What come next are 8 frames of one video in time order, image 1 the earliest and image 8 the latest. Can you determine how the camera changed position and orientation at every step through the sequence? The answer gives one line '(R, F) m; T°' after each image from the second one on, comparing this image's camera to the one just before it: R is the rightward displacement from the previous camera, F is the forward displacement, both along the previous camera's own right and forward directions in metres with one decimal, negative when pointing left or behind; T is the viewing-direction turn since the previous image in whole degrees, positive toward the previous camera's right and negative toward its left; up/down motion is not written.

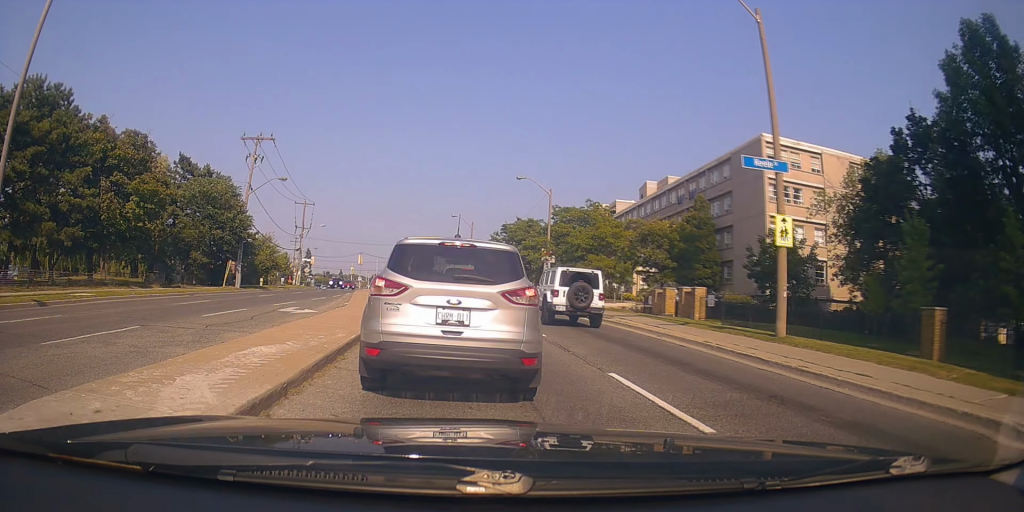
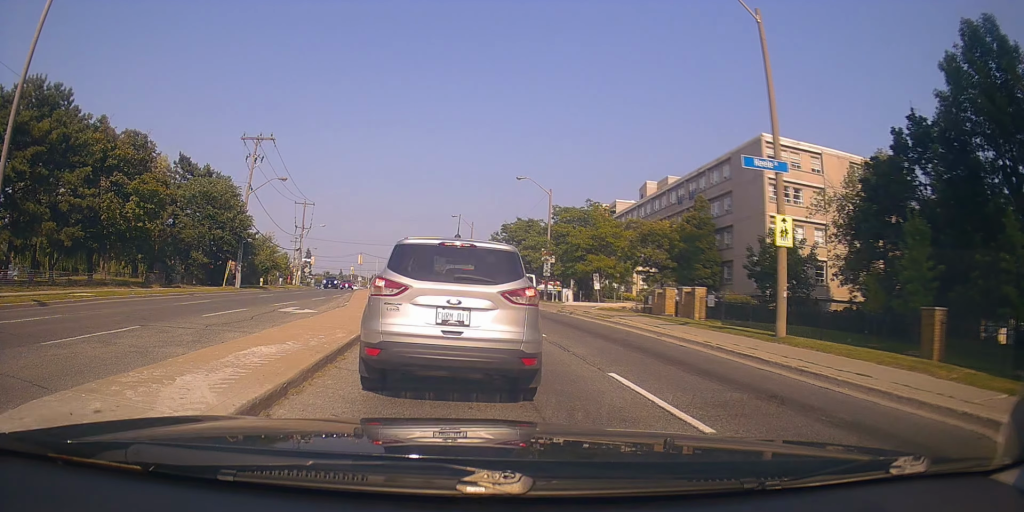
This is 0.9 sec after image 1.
(0.0, 0.0) m; 0°
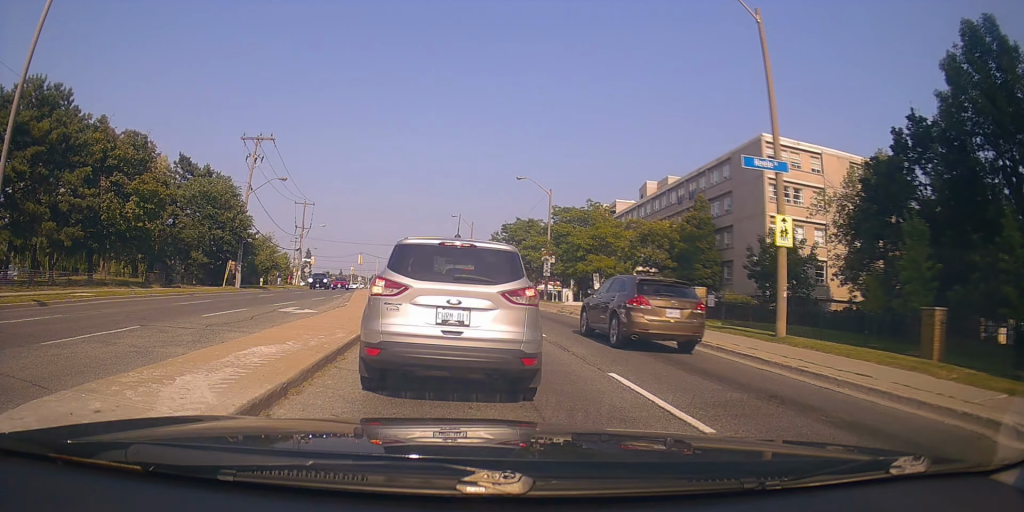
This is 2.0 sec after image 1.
(0.0, 0.0) m; 0°
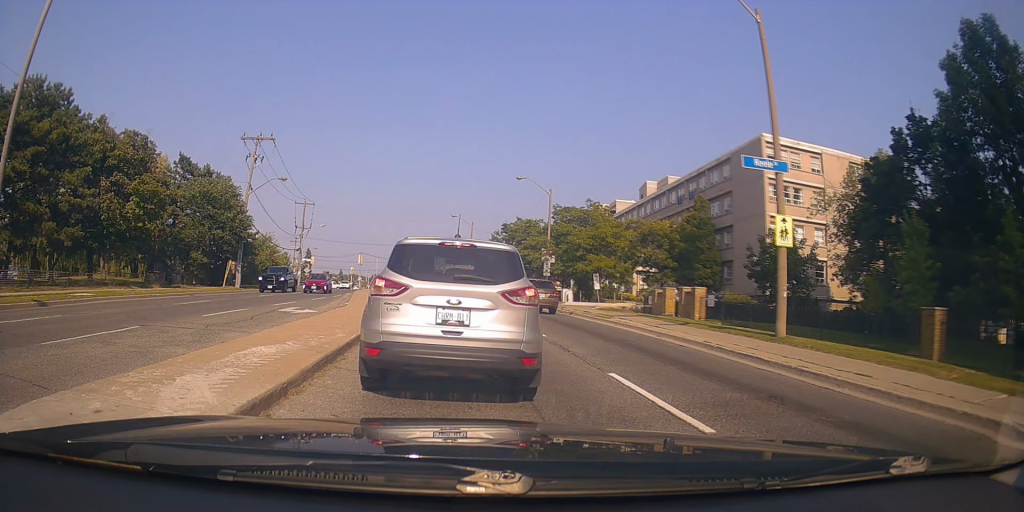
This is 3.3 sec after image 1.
(0.0, 0.0) m; 0°
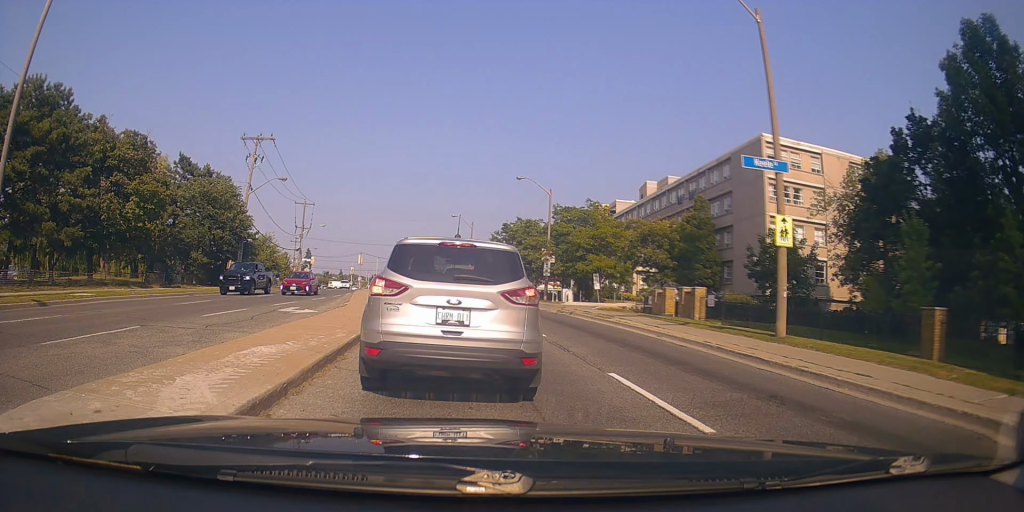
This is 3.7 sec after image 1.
(0.0, 0.0) m; 0°
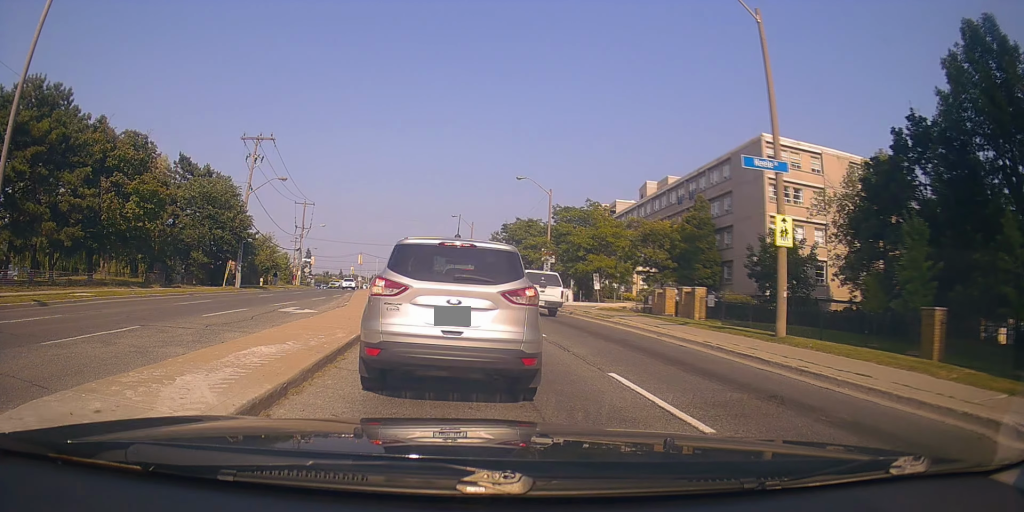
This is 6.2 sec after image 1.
(0.0, 0.0) m; 0°
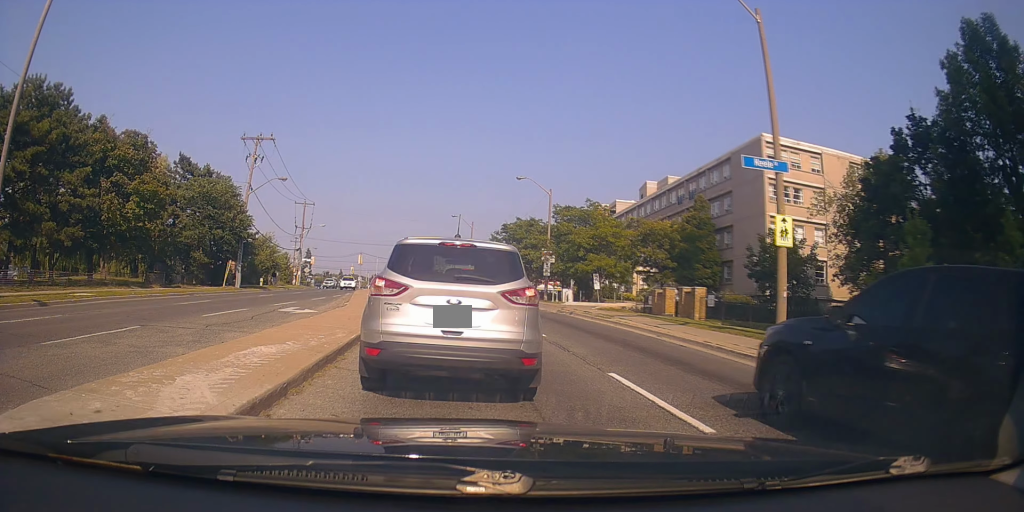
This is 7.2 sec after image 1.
(0.0, 0.0) m; 0°
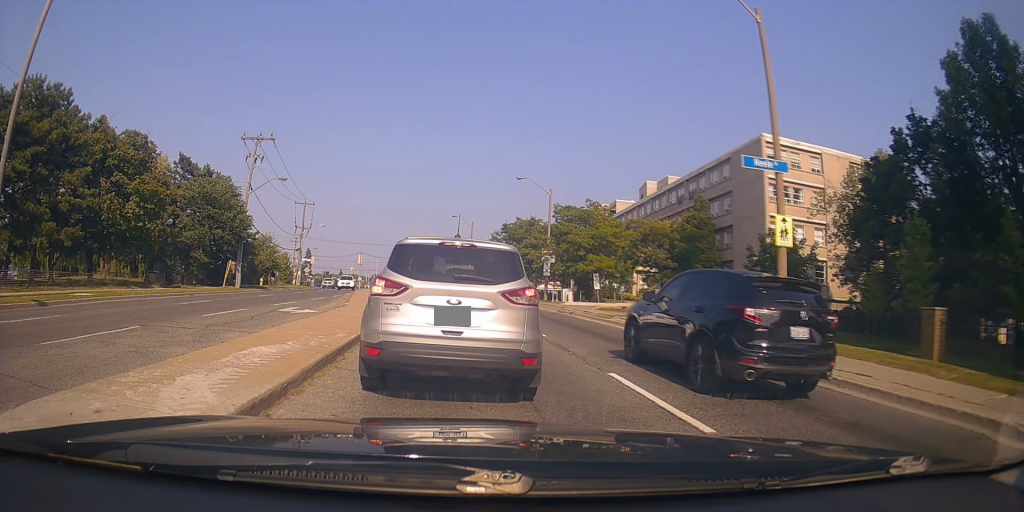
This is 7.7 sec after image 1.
(0.0, 0.0) m; 0°
